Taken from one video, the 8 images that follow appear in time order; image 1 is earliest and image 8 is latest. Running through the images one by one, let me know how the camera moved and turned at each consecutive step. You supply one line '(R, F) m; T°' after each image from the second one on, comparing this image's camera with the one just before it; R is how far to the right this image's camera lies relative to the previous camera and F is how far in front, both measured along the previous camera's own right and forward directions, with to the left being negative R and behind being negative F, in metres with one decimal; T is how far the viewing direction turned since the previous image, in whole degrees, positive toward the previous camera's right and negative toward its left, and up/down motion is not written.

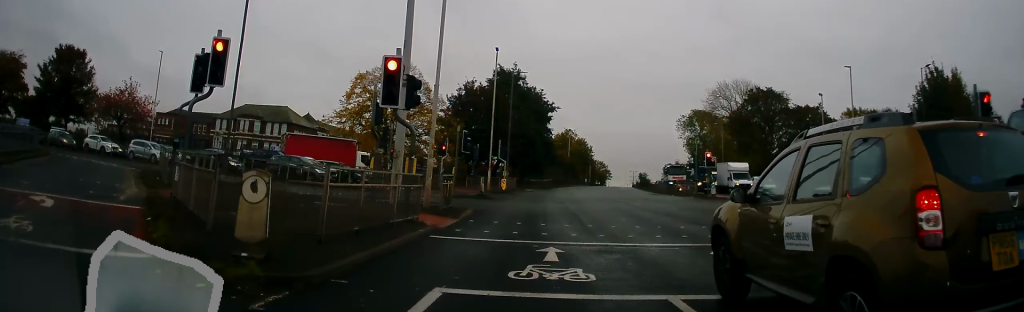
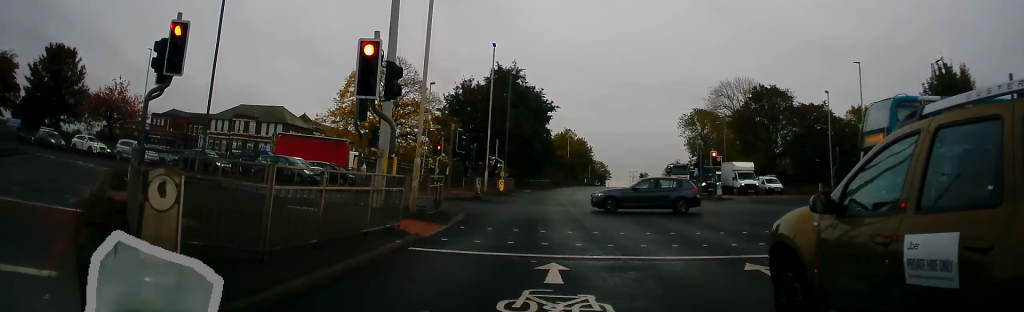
(0.0, +1.9) m; 0°
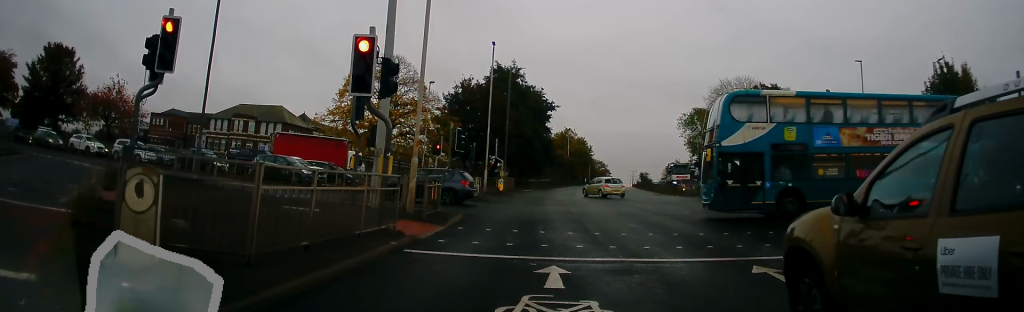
(0.0, +0.4) m; 0°
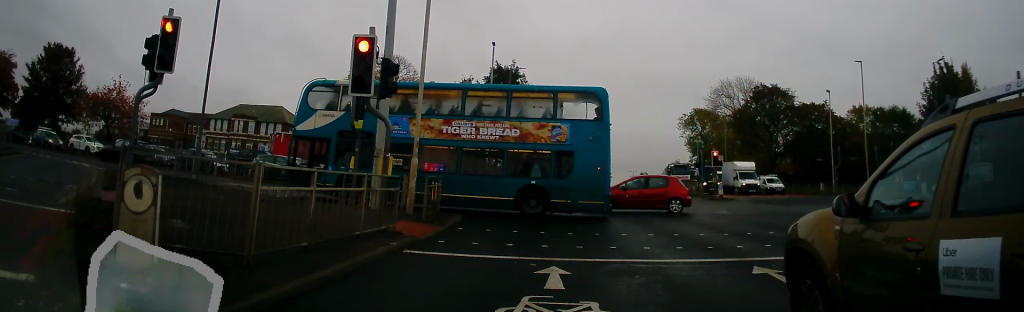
(0.0, 0.0) m; 0°
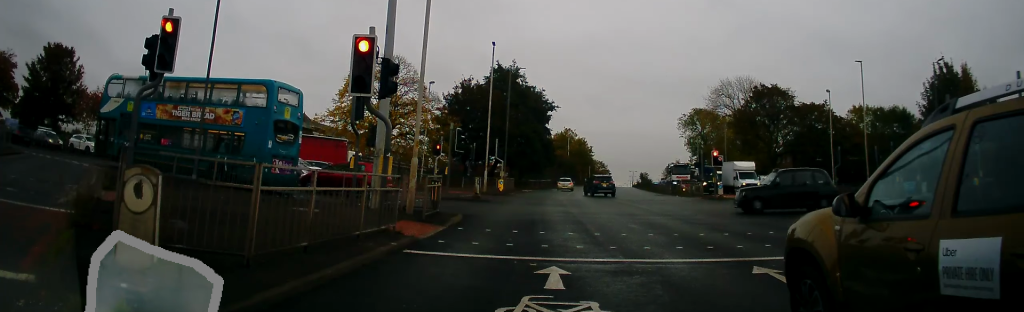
(0.0, 0.0) m; 0°
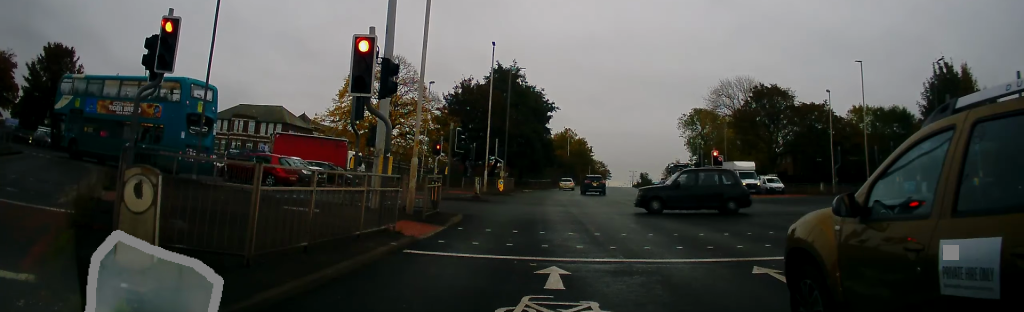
(0.0, 0.0) m; 0°
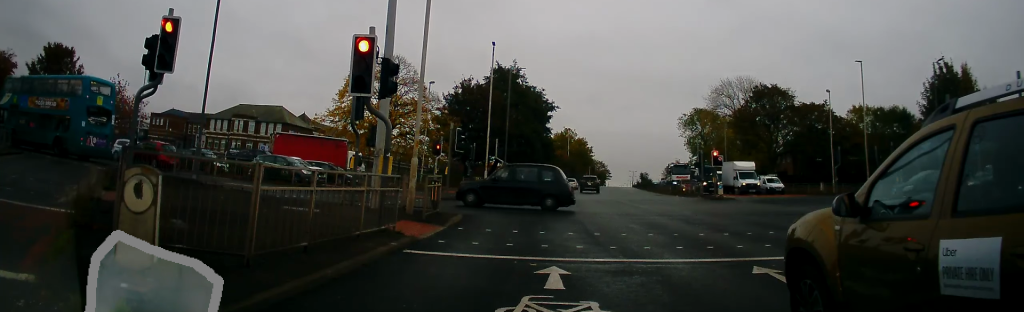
(0.0, 0.0) m; 0°
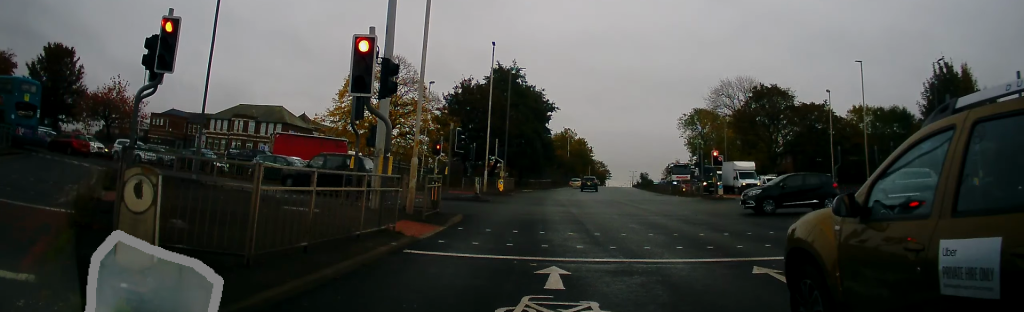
(0.0, 0.0) m; 0°
